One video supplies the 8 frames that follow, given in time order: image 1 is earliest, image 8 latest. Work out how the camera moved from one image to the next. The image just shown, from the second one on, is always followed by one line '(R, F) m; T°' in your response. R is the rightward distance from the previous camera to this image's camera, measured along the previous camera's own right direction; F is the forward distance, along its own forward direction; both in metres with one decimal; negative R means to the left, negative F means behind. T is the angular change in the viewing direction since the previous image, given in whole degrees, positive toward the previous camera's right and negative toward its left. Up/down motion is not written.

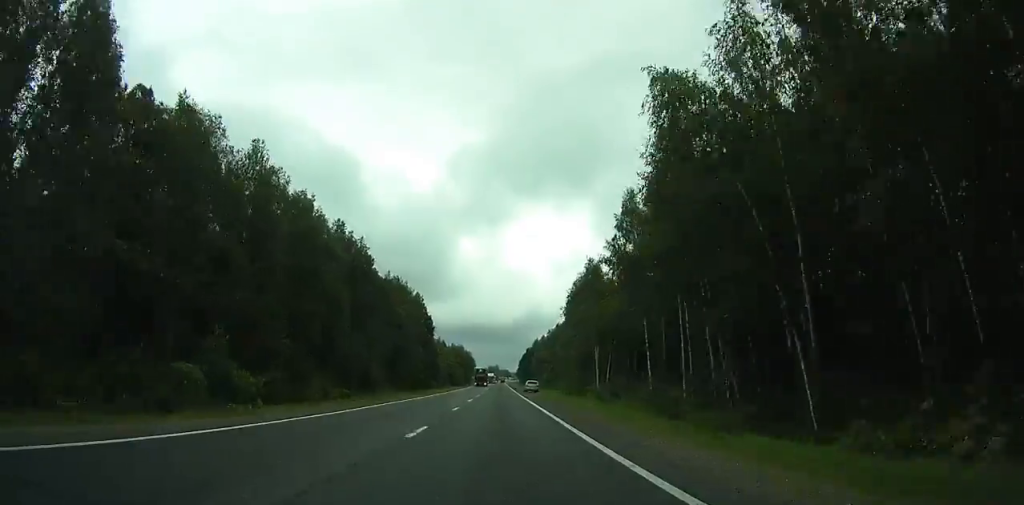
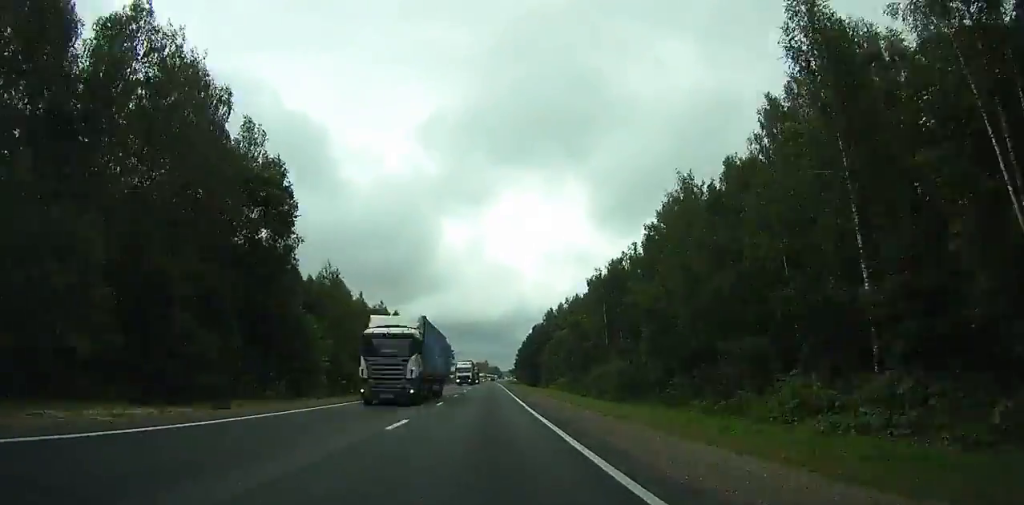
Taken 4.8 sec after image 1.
(+1.0, +105.5) m; +1°
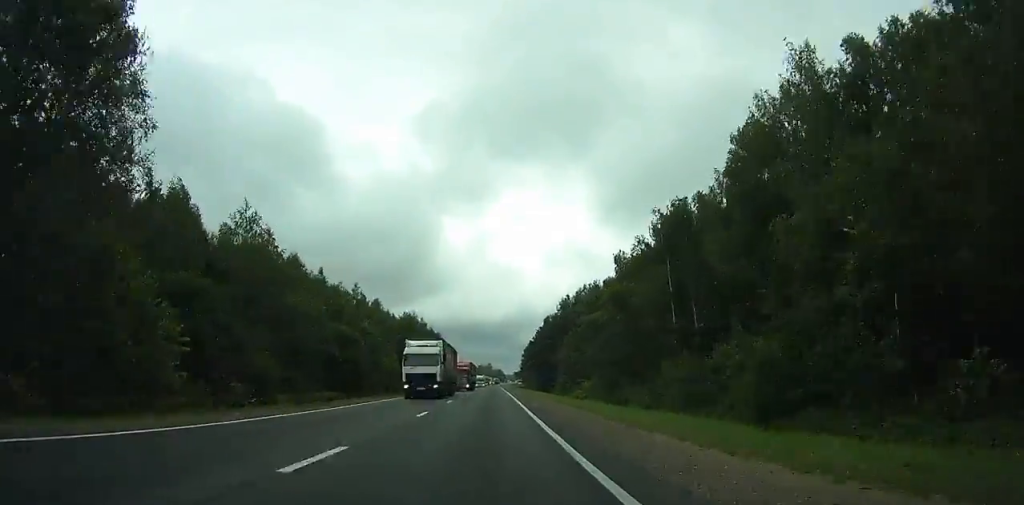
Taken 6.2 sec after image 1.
(+0.3, +30.8) m; 0°
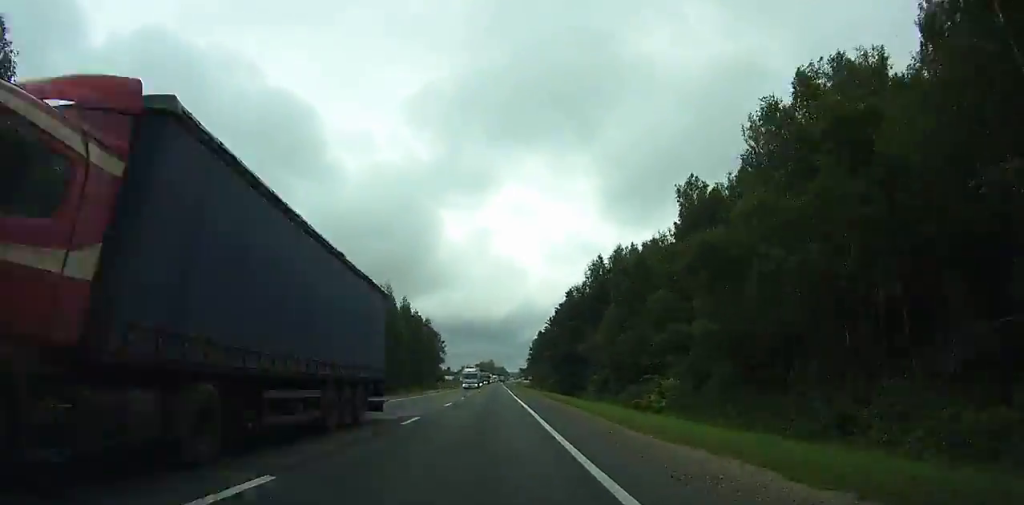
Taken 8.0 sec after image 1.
(-0.2, +39.7) m; 0°
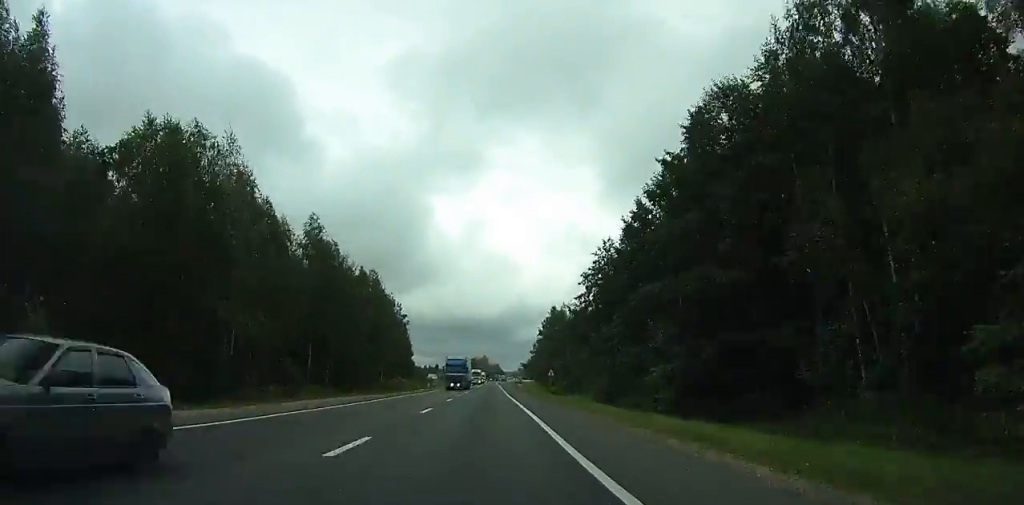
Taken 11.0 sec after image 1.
(-0.5, +66.2) m; -1°
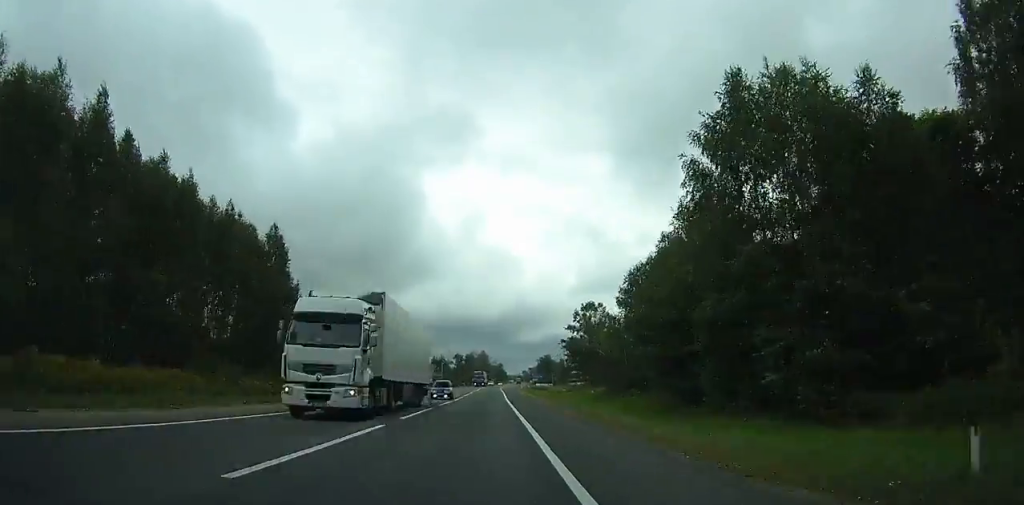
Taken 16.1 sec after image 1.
(-0.6, +112.1) m; -1°
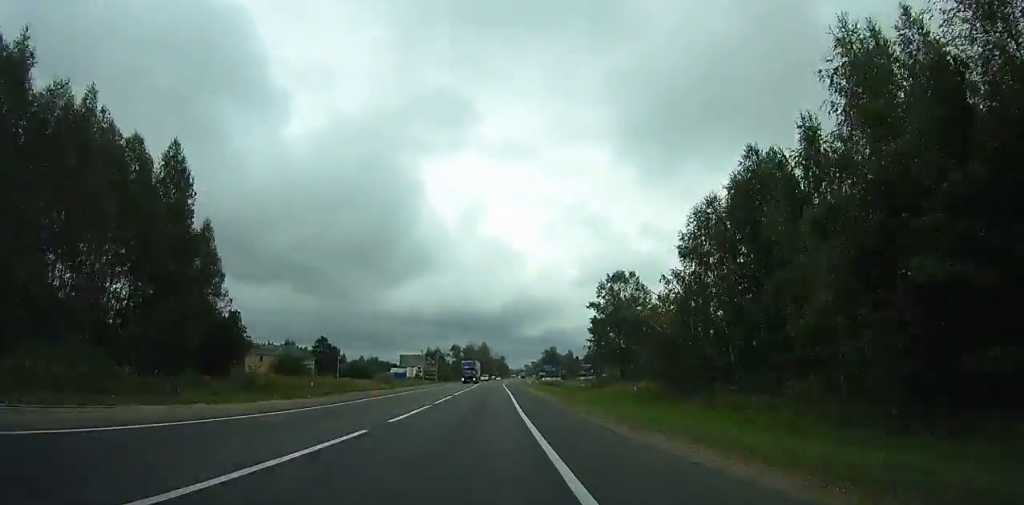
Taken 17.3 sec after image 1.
(0.0, +26.1) m; 0°
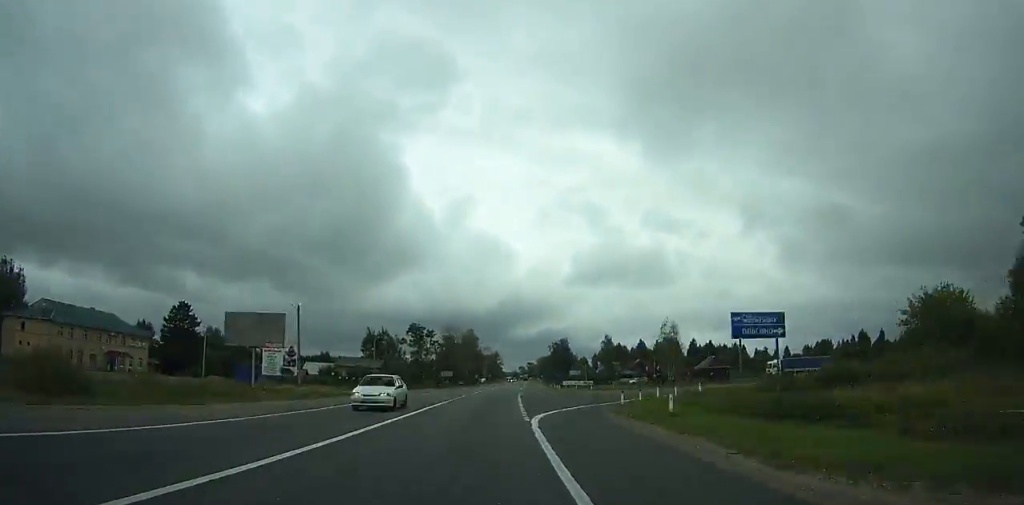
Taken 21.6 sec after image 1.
(-0.3, +93.1) m; +1°
